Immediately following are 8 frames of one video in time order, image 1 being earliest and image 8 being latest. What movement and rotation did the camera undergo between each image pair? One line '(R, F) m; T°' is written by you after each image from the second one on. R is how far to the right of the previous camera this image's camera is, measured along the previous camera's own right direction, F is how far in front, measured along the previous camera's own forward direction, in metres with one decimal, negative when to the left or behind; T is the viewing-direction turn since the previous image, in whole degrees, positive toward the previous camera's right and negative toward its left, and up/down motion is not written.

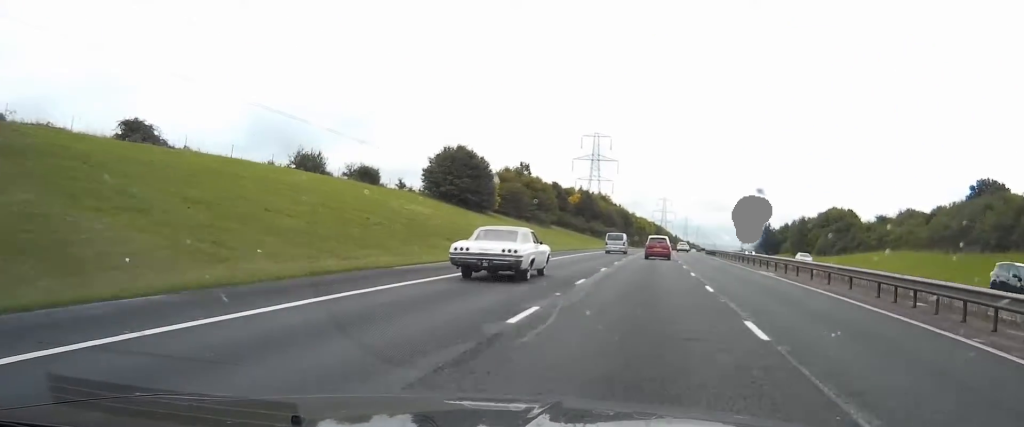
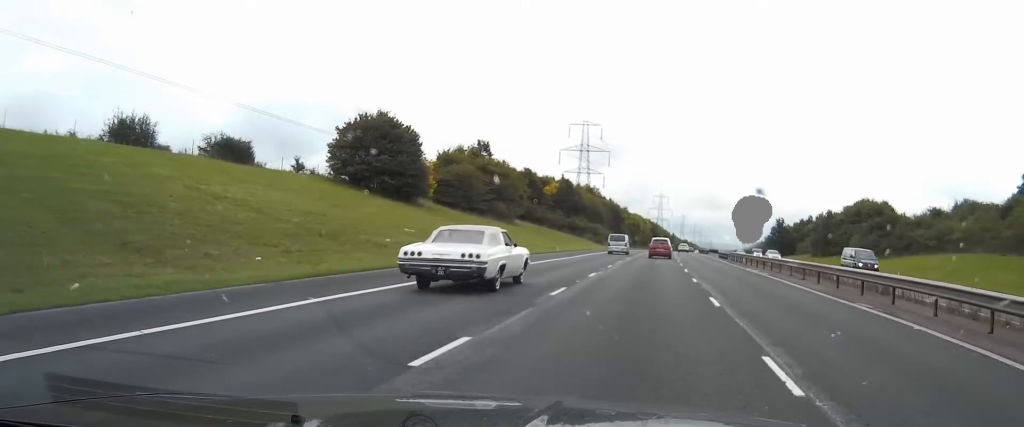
(+0.3, +30.9) m; +1°
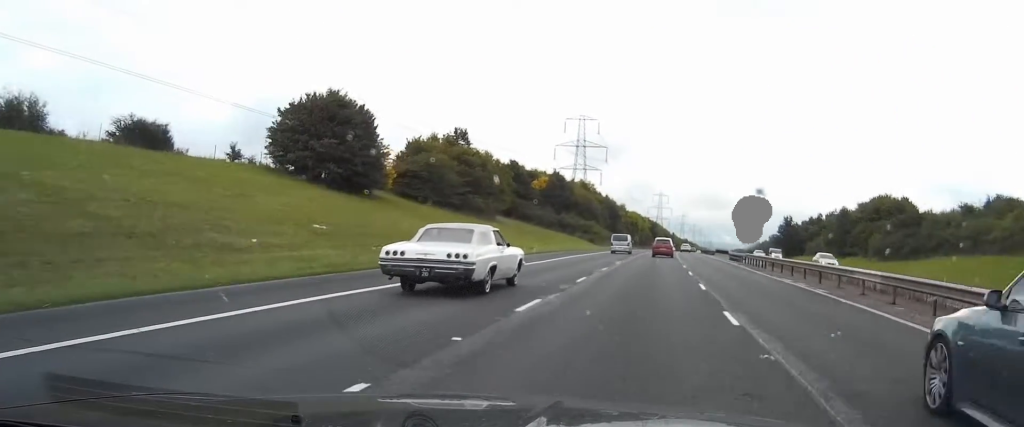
(0.0, +12.6) m; 0°
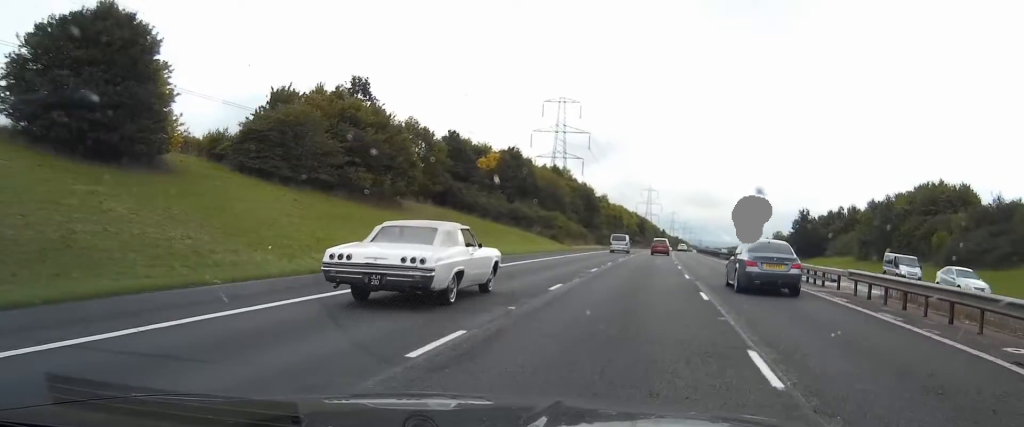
(0.0, +31.9) m; +1°
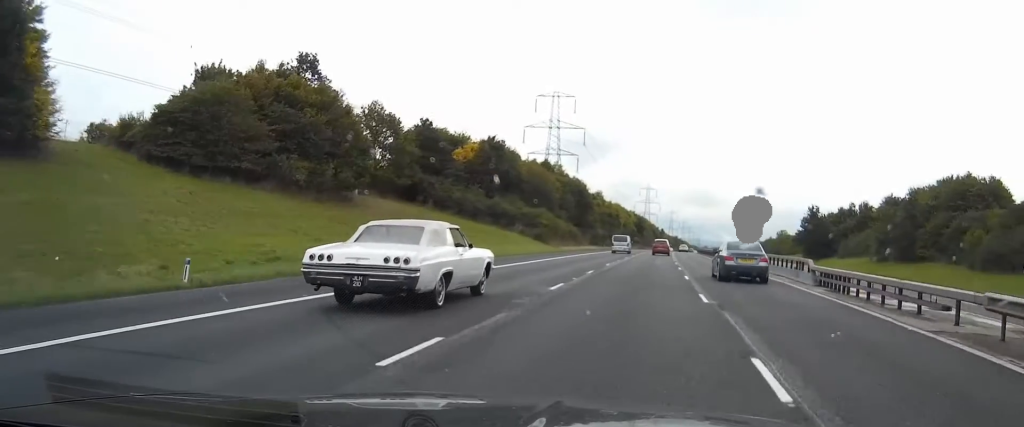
(-0.1, +11.1) m; +1°
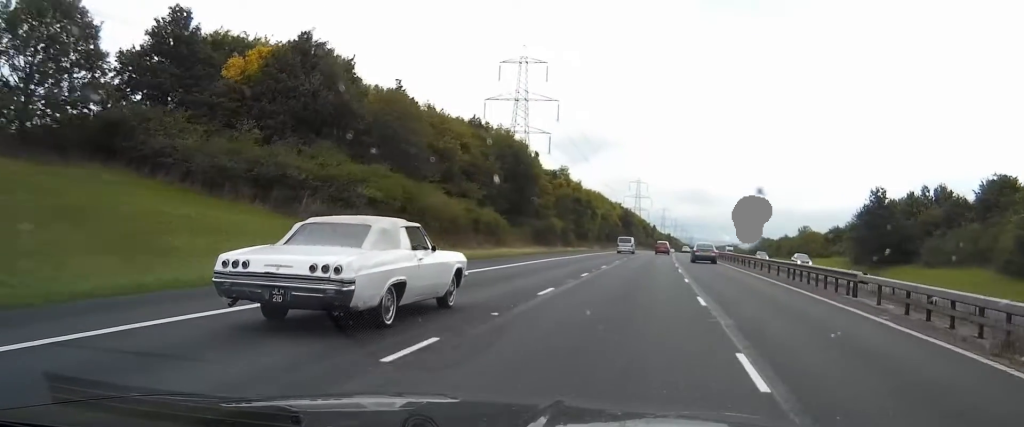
(+0.8, +46.9) m; +1°
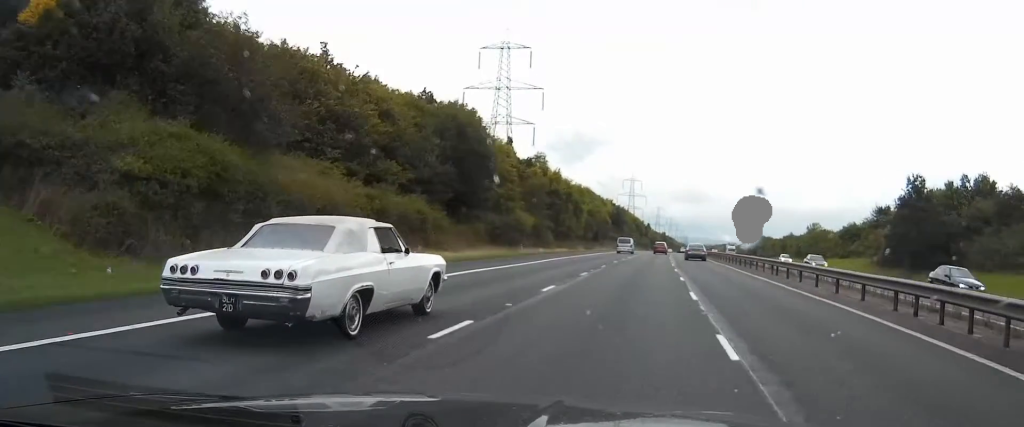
(+0.1, +16.2) m; 0°
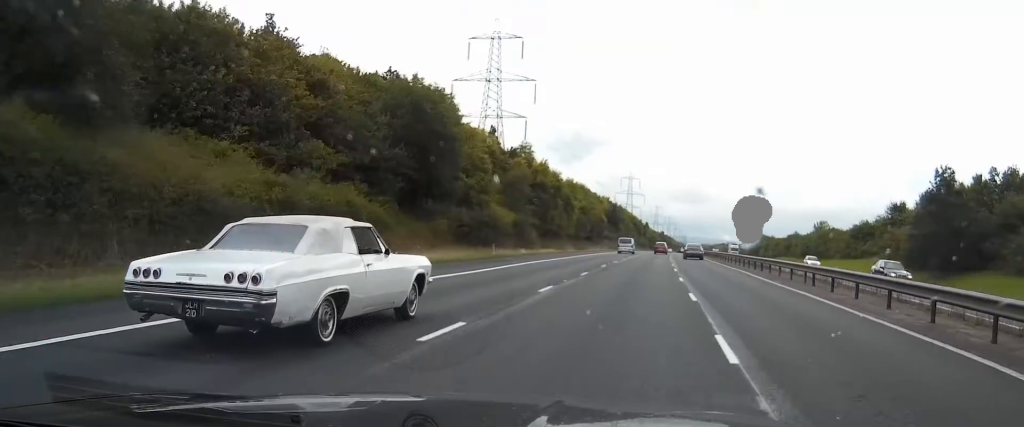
(0.0, +9.0) m; 0°
